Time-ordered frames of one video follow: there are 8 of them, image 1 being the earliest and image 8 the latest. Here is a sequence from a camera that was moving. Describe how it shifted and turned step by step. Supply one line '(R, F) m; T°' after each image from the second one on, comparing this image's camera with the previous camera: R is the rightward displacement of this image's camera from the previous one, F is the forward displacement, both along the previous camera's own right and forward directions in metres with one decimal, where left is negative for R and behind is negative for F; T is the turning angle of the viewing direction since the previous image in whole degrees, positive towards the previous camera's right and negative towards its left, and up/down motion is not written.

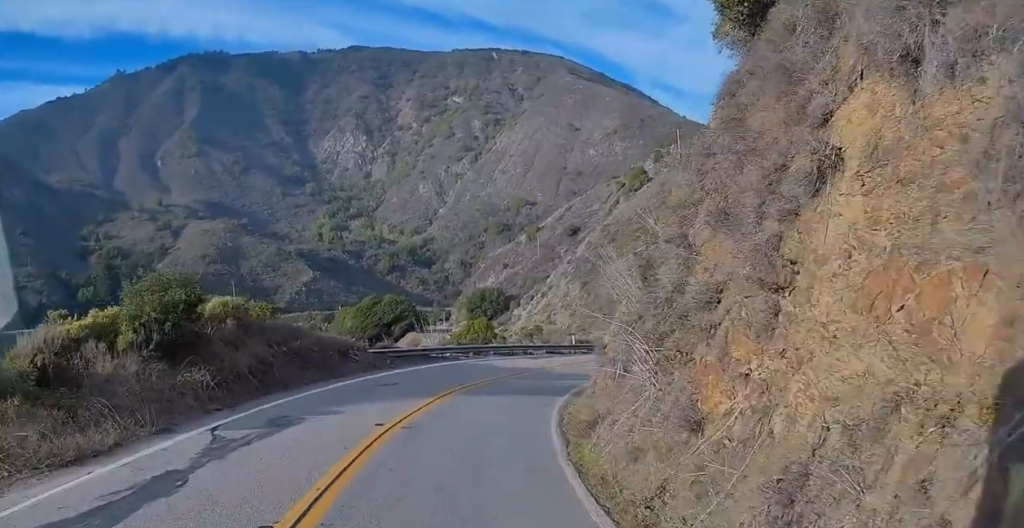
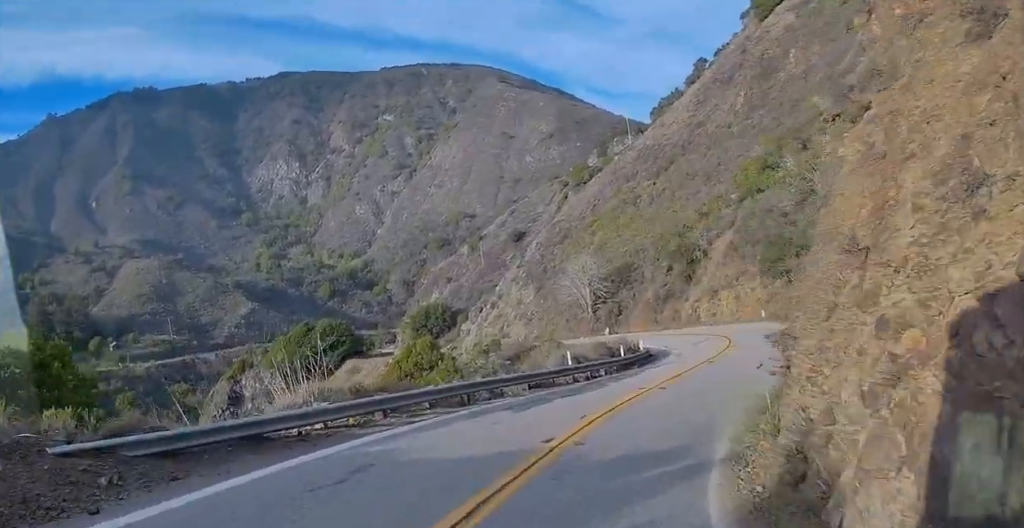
(+0.8, +19.6) m; +6°
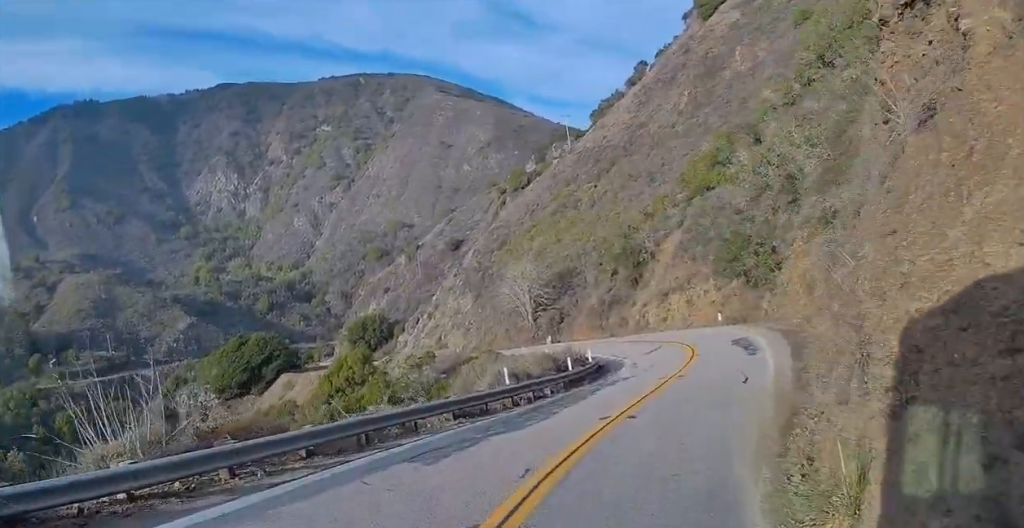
(-0.1, +5.1) m; +4°
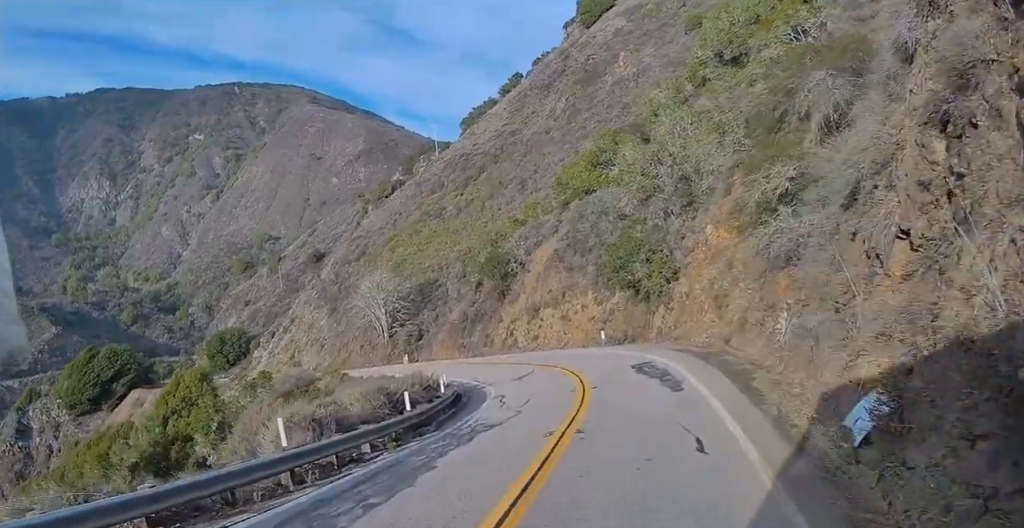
(+0.8, +8.8) m; +7°
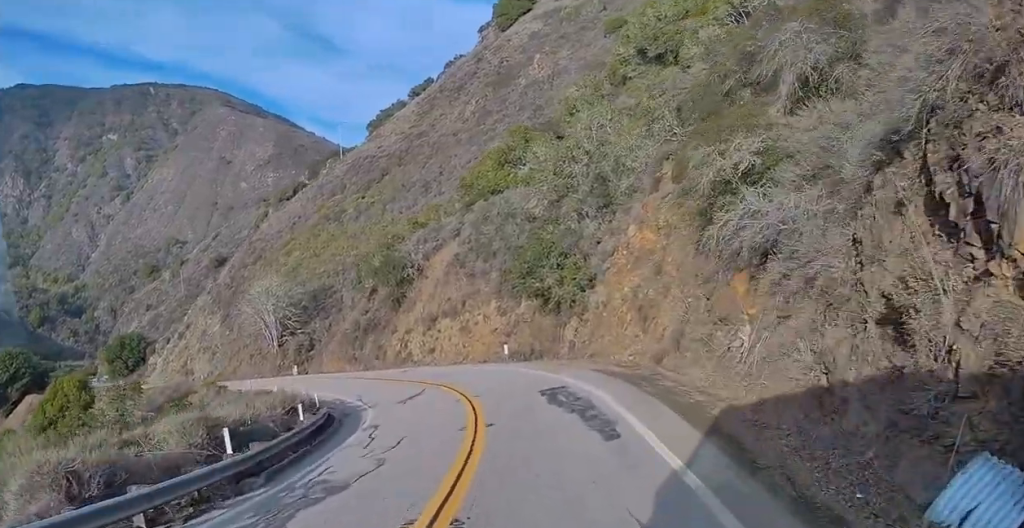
(+0.2, +5.8) m; +1°
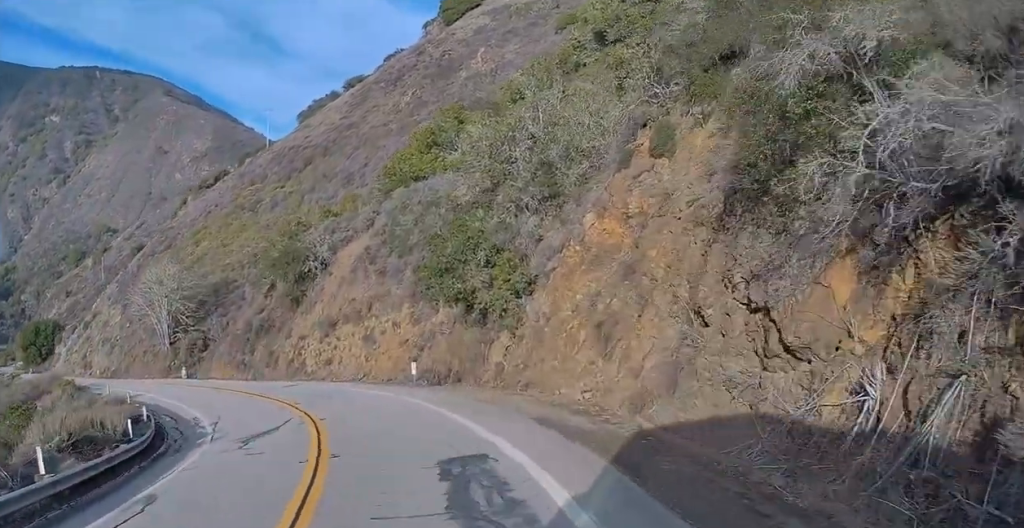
(+0.1, +9.8) m; 0°
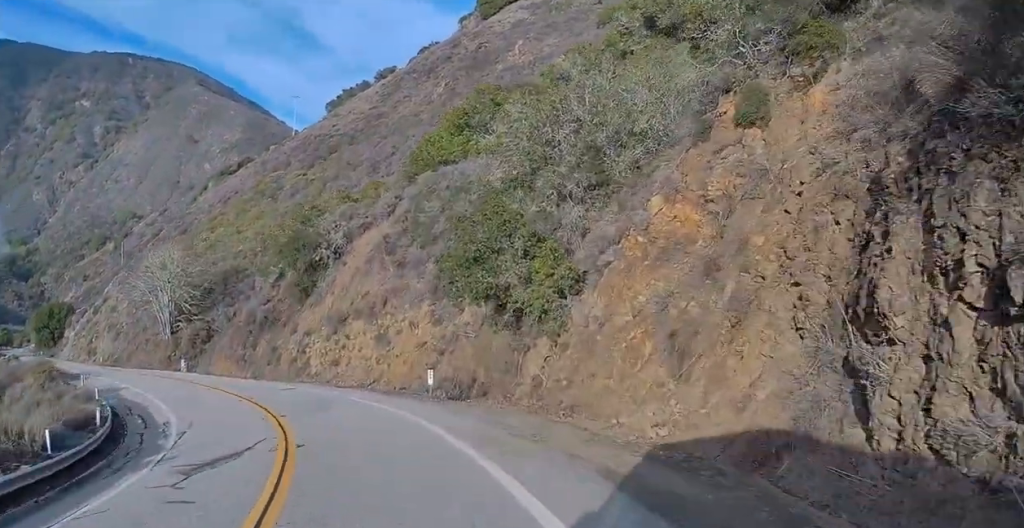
(0.0, +5.9) m; 0°
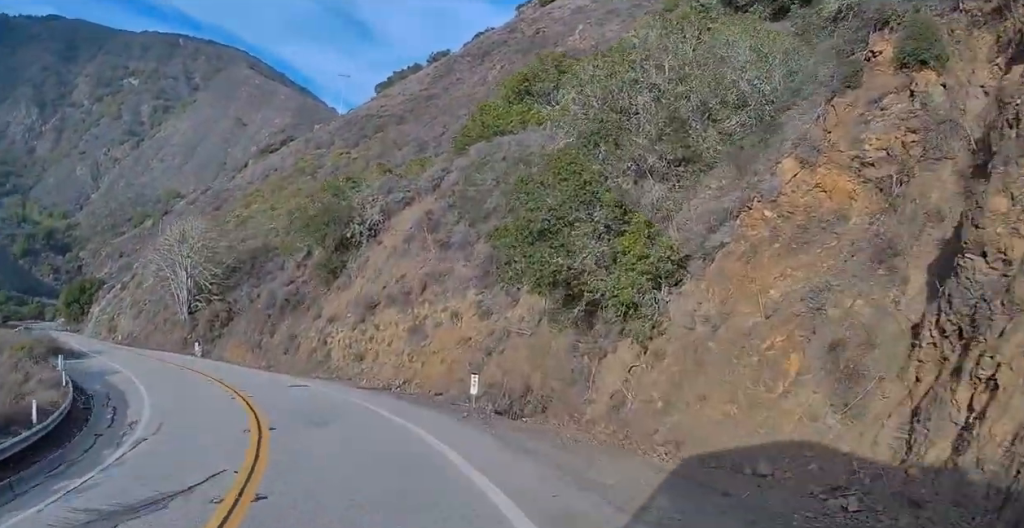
(0.0, +6.3) m; 0°
